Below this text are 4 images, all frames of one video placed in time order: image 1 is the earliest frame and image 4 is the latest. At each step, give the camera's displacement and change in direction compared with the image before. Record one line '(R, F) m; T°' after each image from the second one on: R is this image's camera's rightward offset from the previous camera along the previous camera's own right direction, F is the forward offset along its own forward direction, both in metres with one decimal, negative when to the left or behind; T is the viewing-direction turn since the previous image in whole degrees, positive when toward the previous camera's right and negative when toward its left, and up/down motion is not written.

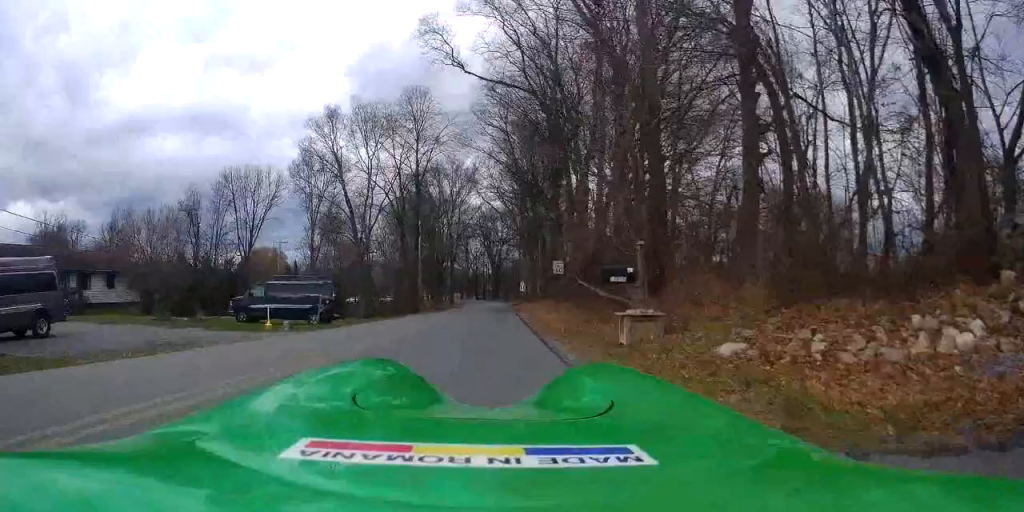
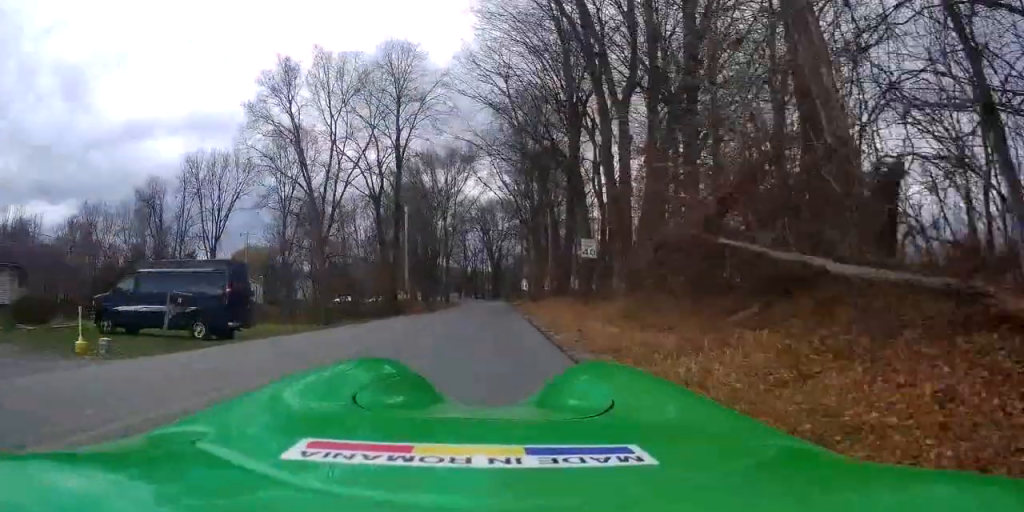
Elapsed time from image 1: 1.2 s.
(0.0, +11.8) m; 0°
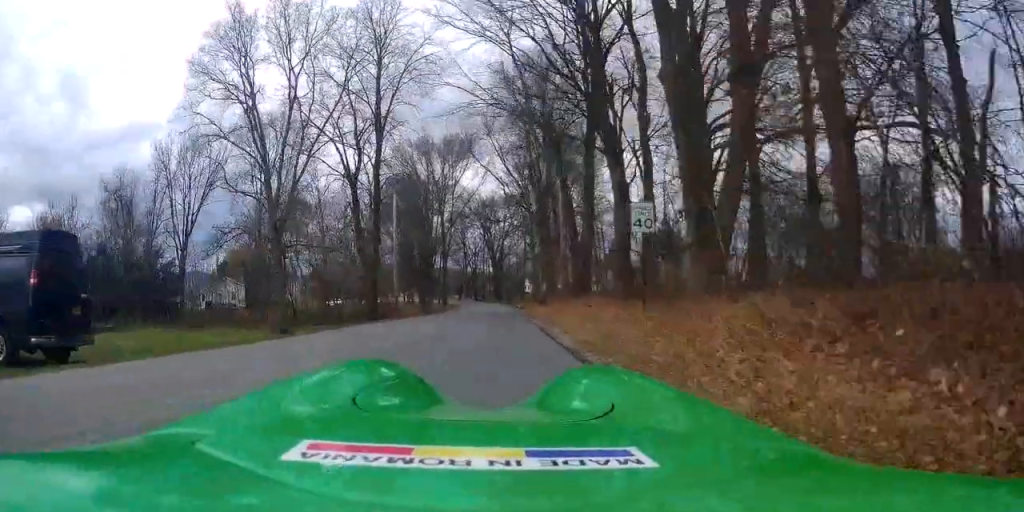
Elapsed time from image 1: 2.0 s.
(0.0, +8.5) m; 0°
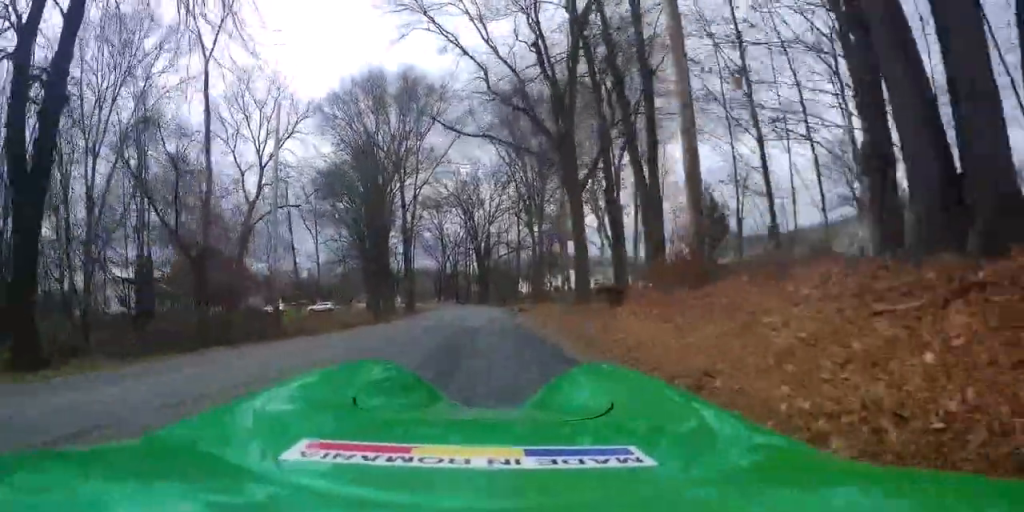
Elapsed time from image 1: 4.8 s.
(+0.8, +29.0) m; 0°
